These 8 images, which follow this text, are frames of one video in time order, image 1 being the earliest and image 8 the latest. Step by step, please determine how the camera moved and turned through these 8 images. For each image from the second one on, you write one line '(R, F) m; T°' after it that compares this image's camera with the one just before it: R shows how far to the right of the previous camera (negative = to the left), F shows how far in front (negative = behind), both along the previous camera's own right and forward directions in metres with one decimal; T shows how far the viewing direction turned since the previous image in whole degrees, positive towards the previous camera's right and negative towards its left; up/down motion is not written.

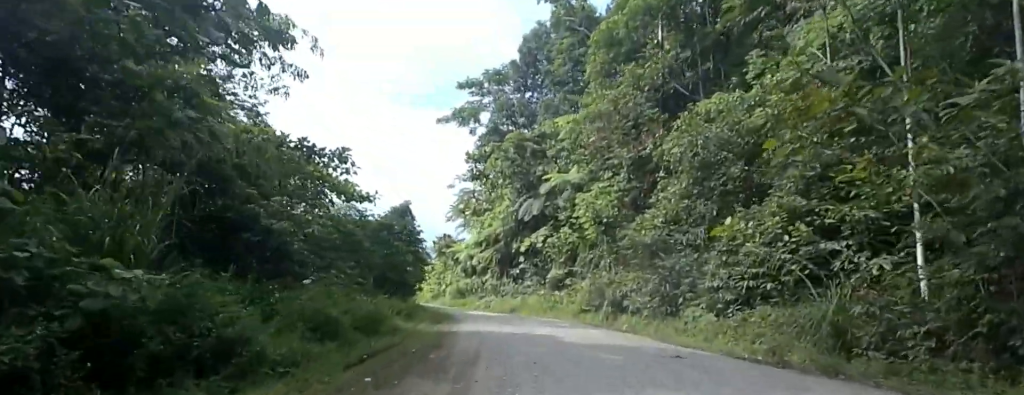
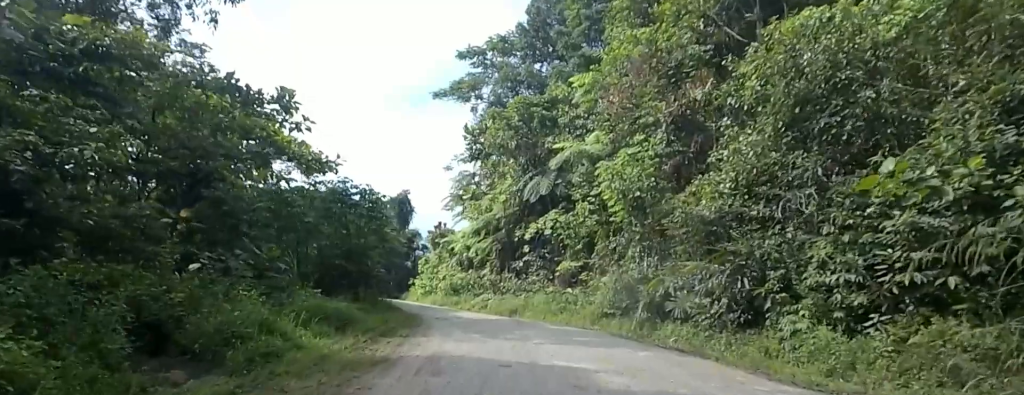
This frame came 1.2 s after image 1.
(+0.3, +8.3) m; +3°
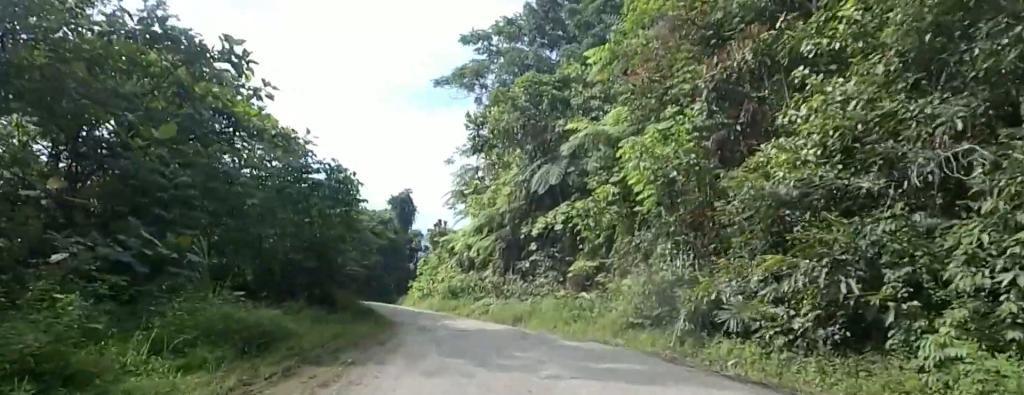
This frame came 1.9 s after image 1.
(0.0, +4.9) m; 0°
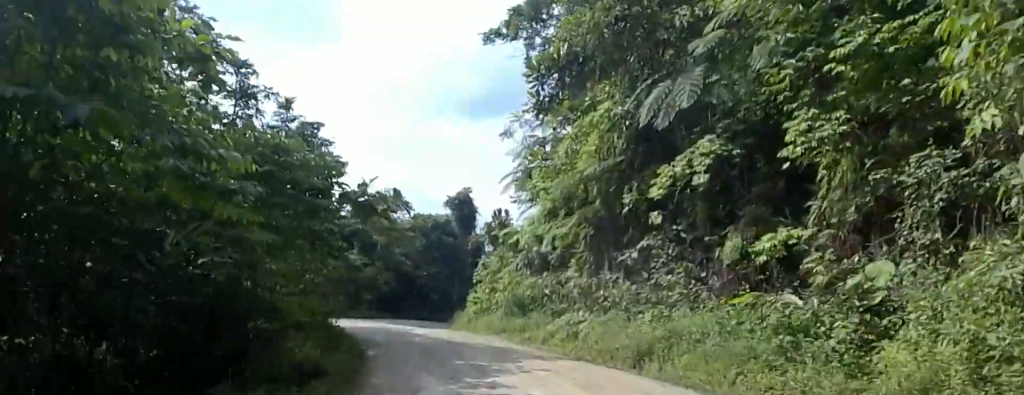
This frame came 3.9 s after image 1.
(-0.7, +13.8) m; -8°
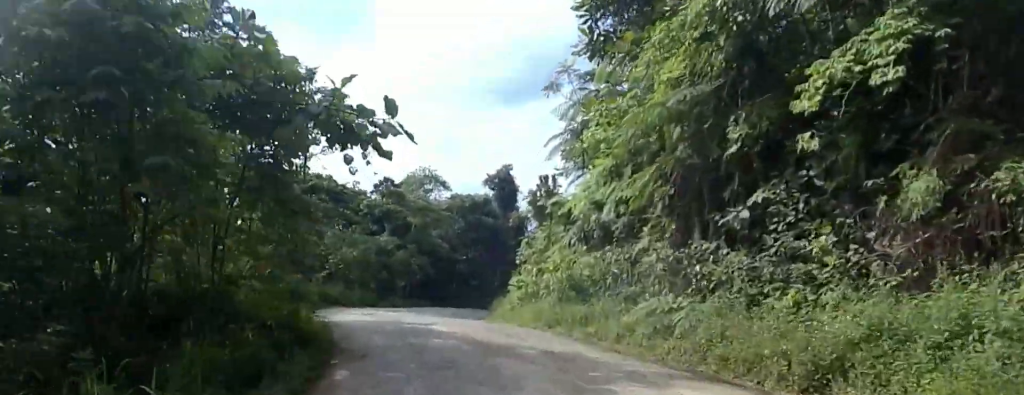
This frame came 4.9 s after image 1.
(-0.1, +6.3) m; -12°
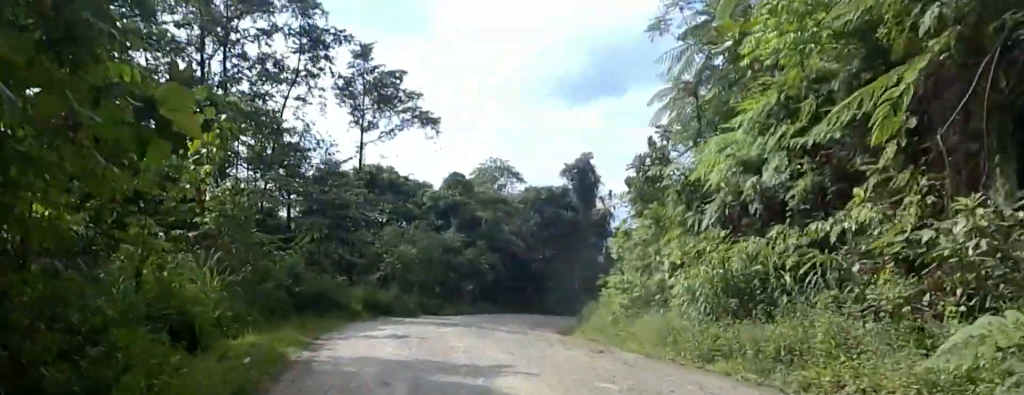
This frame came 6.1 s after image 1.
(-1.5, +7.9) m; -2°
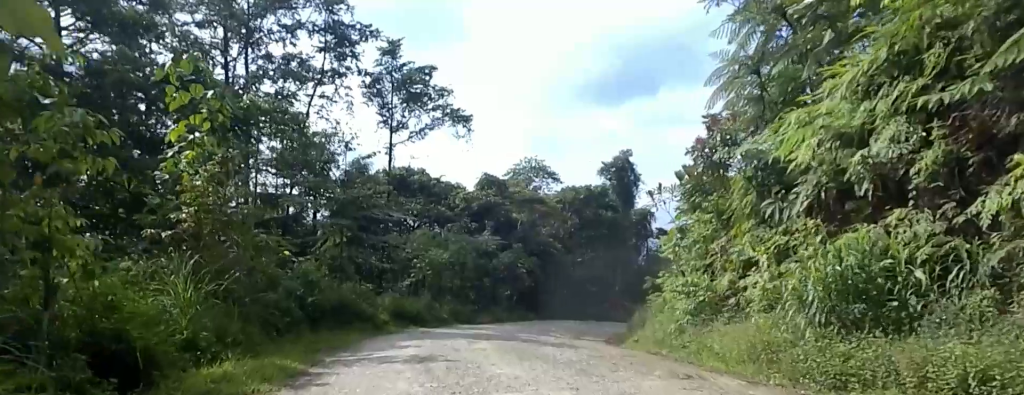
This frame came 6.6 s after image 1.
(+0.6, +2.9) m; +3°
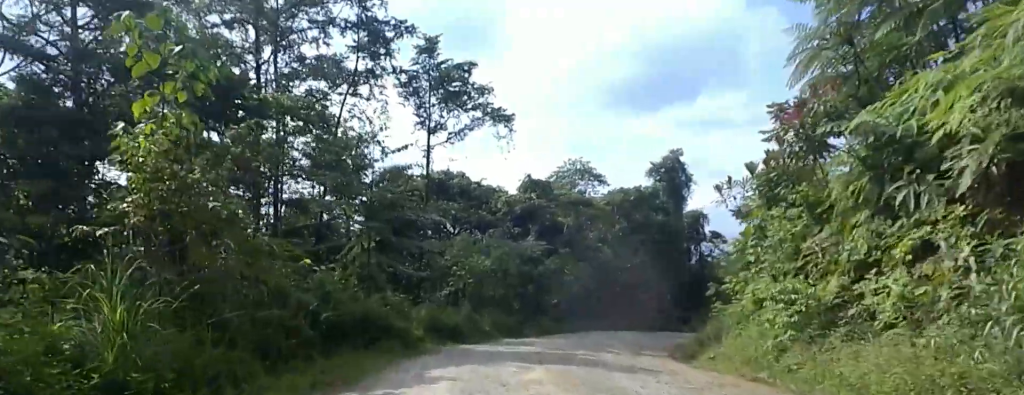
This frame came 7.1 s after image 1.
(+0.5, +3.4) m; +4°
